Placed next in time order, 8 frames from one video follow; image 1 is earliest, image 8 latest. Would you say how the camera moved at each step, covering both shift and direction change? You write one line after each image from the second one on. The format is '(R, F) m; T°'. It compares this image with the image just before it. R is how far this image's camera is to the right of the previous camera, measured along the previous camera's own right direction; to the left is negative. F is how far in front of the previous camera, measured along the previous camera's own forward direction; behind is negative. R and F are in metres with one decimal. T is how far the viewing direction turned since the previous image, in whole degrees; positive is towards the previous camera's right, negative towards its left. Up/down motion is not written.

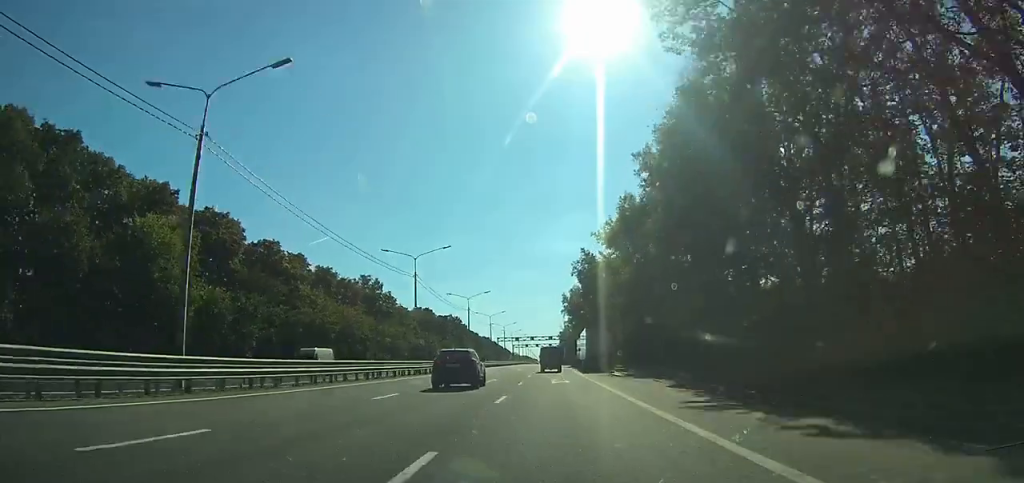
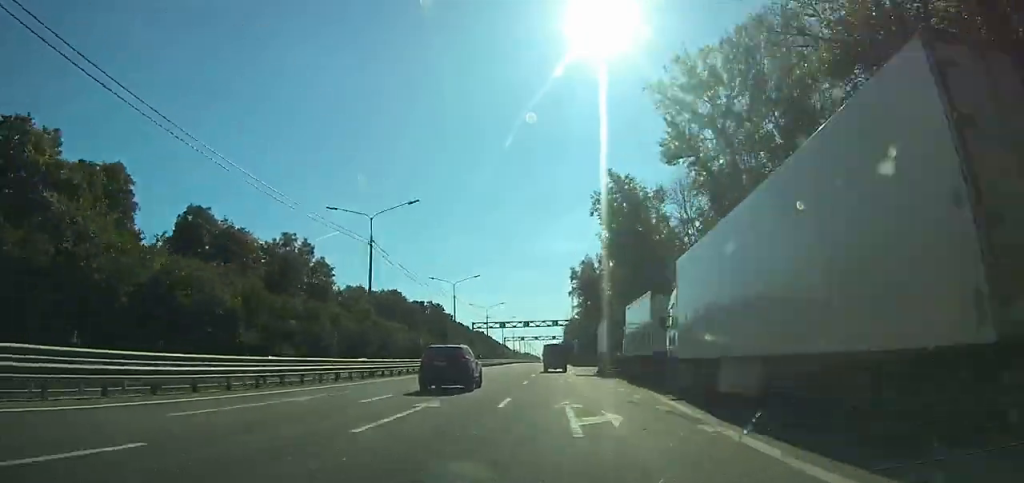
(+0.1, +48.1) m; 0°
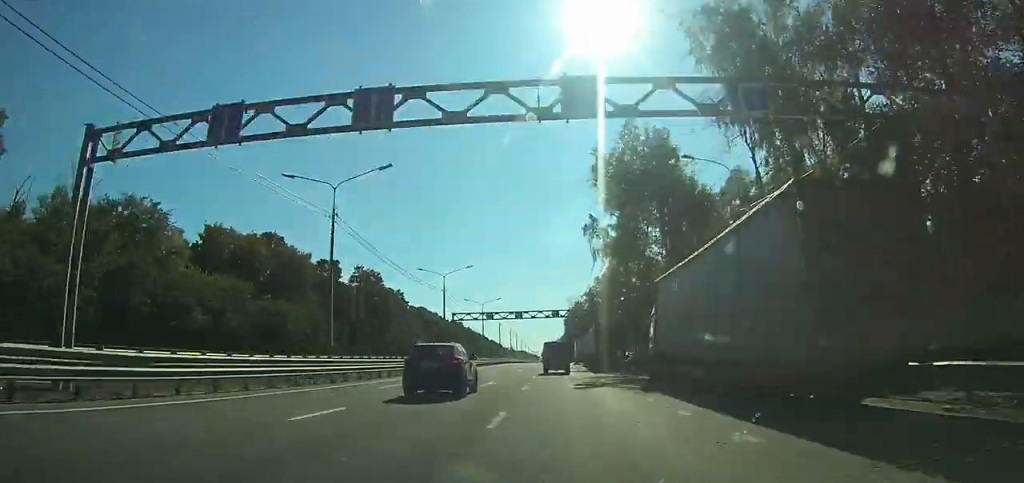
(-0.2, +77.1) m; 0°
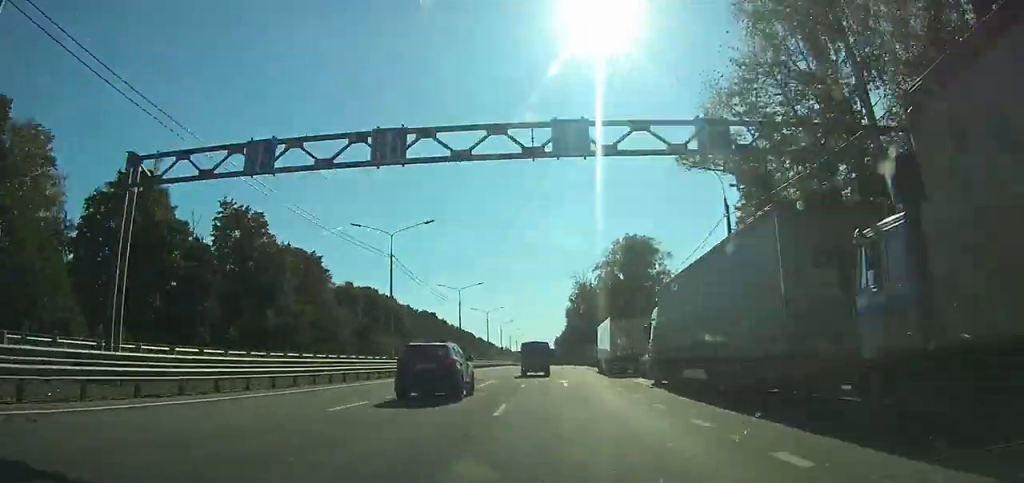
(+0.1, +58.4) m; -1°
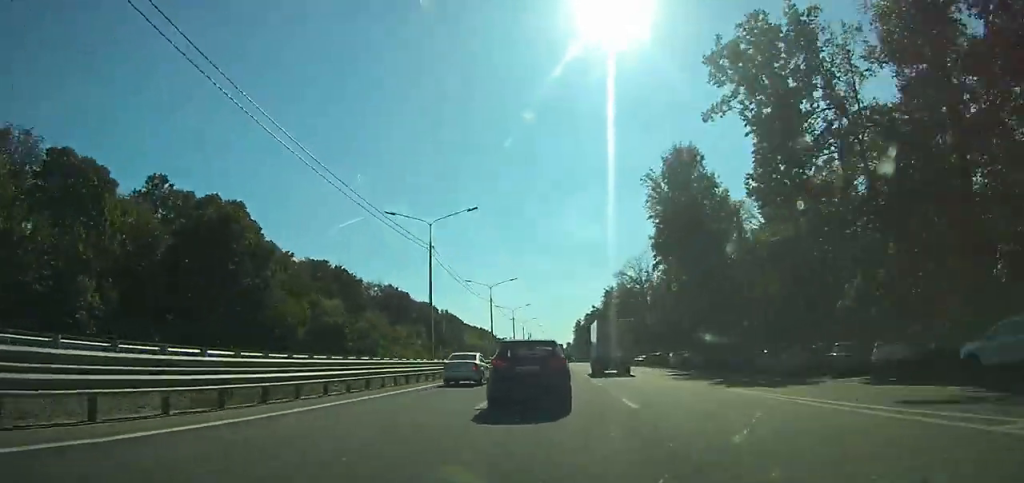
(-1.8, +141.9) m; 0°
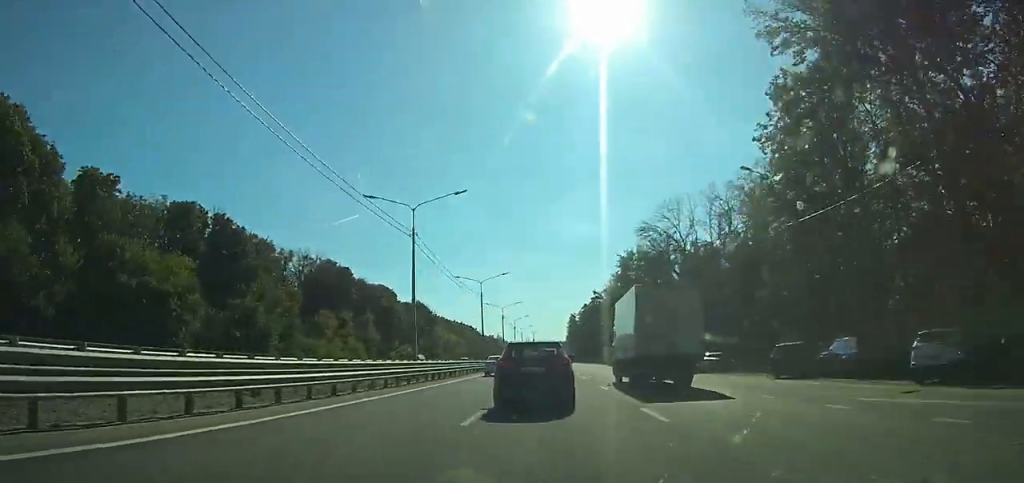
(+0.3, +39.8) m; 0°
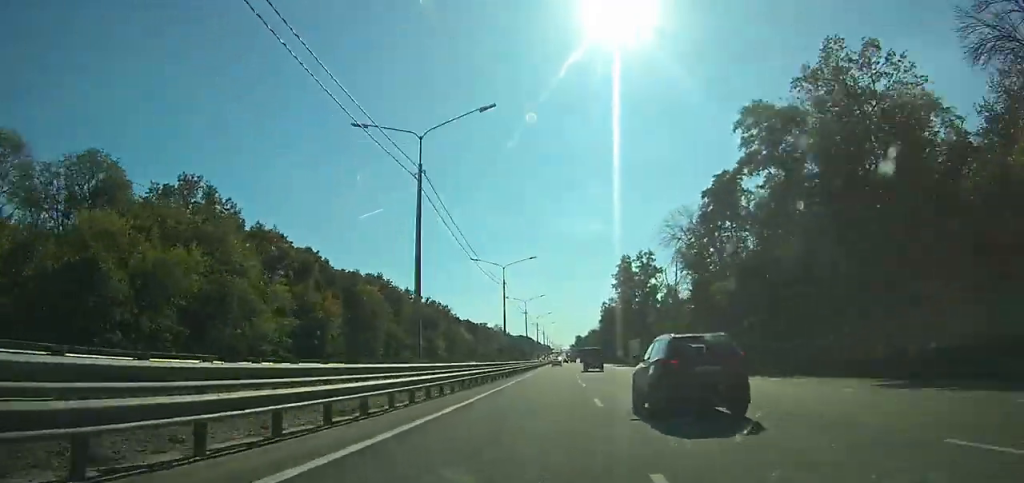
(-1.3, +158.5) m; -1°
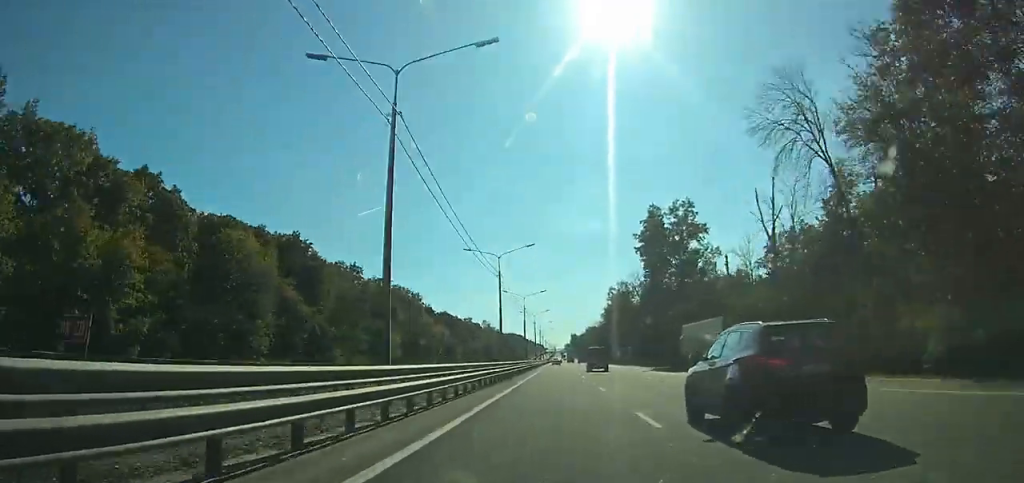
(+0.1, +40.7) m; 0°
